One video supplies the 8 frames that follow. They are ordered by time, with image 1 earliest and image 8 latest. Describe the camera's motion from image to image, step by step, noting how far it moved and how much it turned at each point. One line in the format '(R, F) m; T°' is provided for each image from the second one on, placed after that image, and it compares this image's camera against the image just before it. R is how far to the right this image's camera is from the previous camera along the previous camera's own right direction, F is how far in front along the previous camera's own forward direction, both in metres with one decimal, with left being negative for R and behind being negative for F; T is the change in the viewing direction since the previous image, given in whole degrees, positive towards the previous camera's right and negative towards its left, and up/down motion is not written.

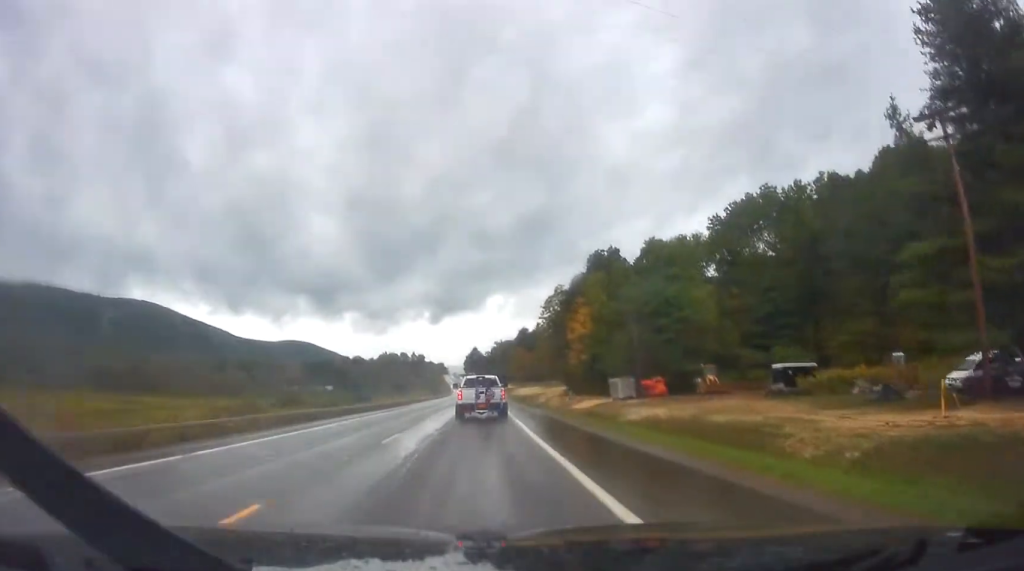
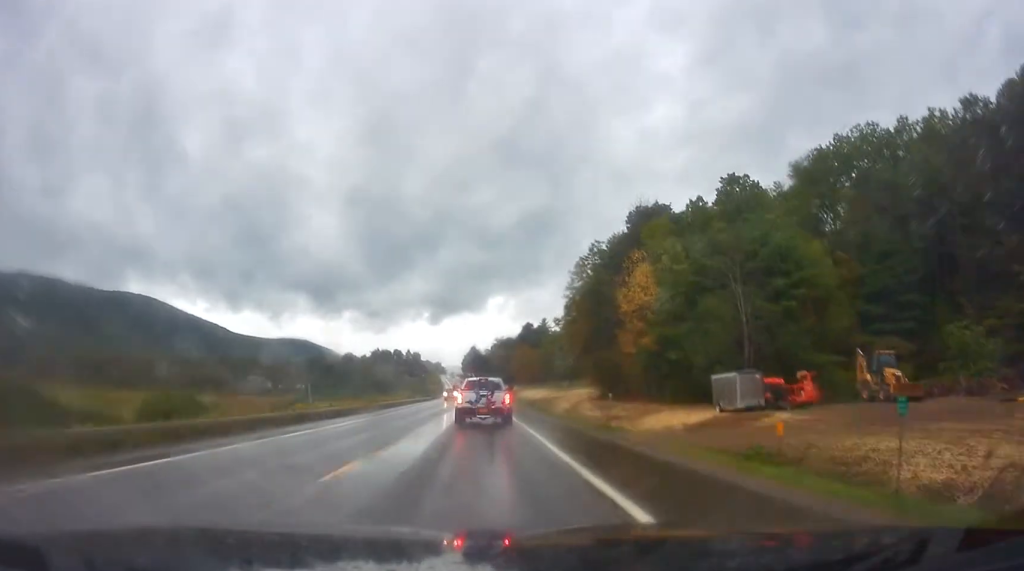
(-1.4, +29.1) m; -1°
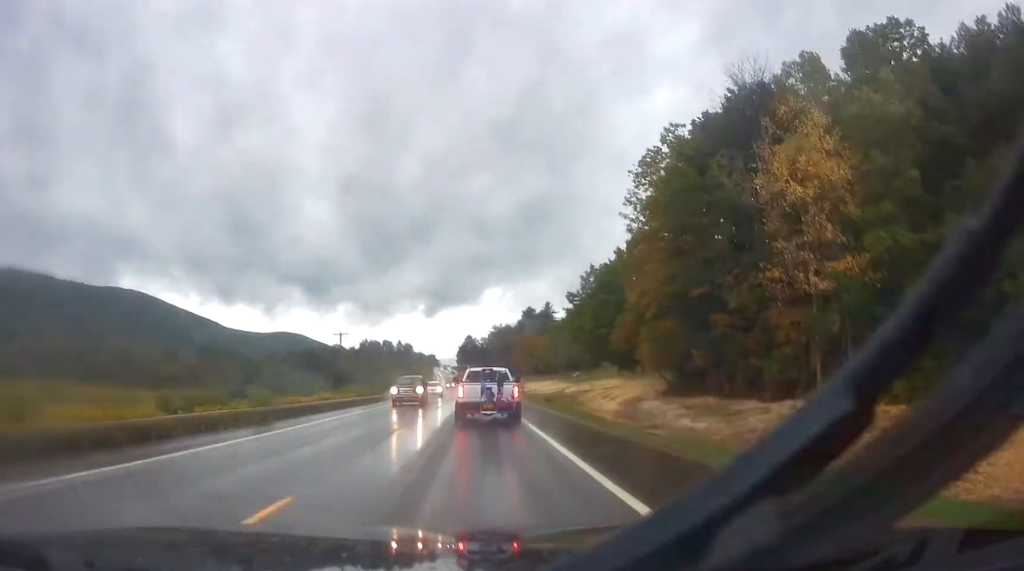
(+0.5, +28.4) m; 0°
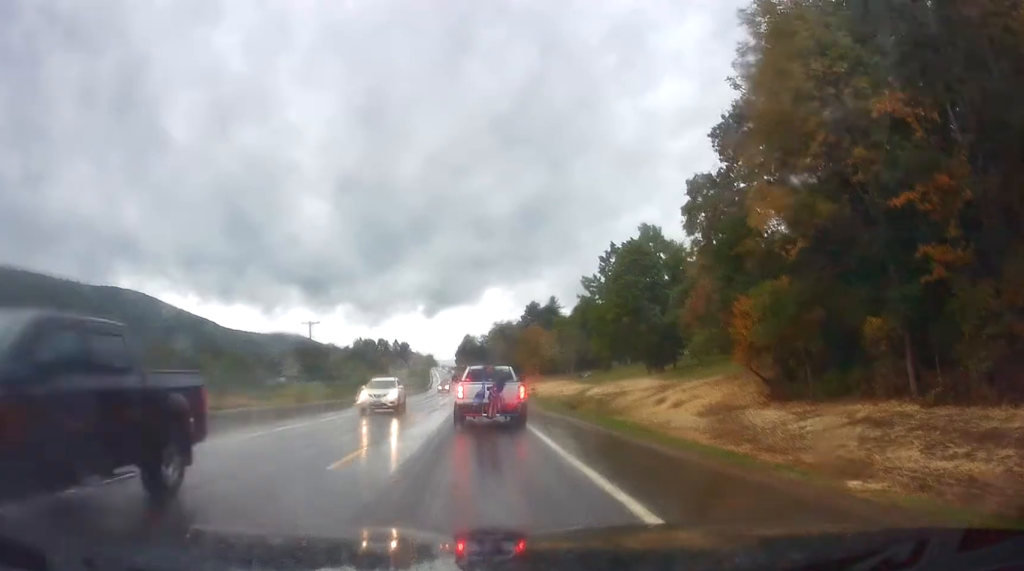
(-0.2, +18.1) m; -2°
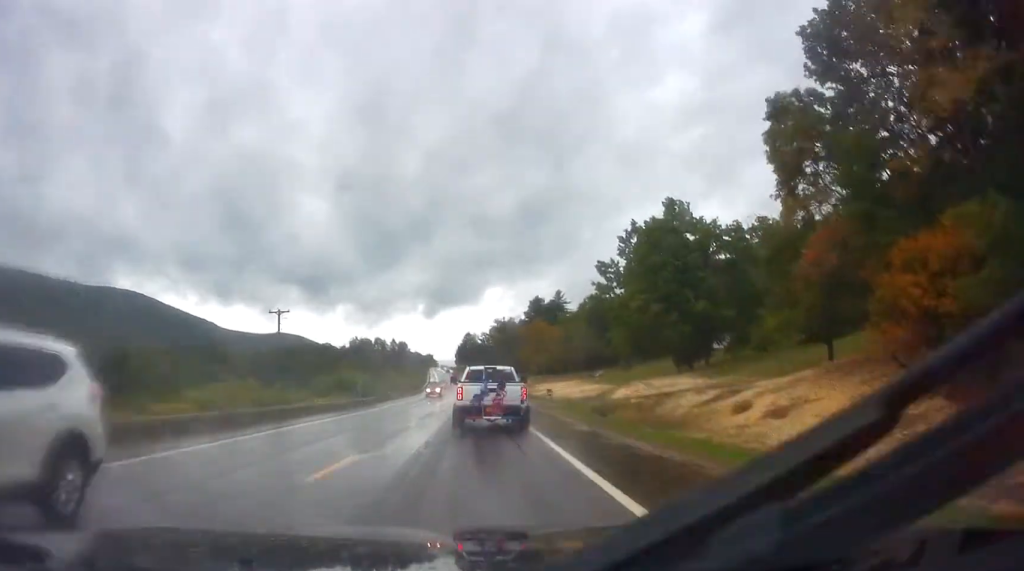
(-0.1, +13.6) m; -1°
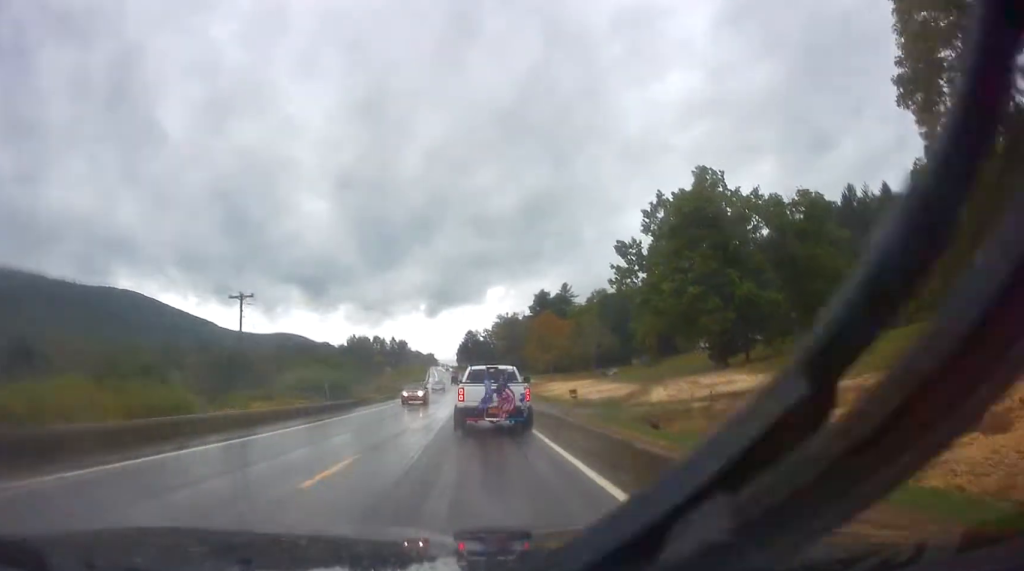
(-0.3, +12.6) m; +1°
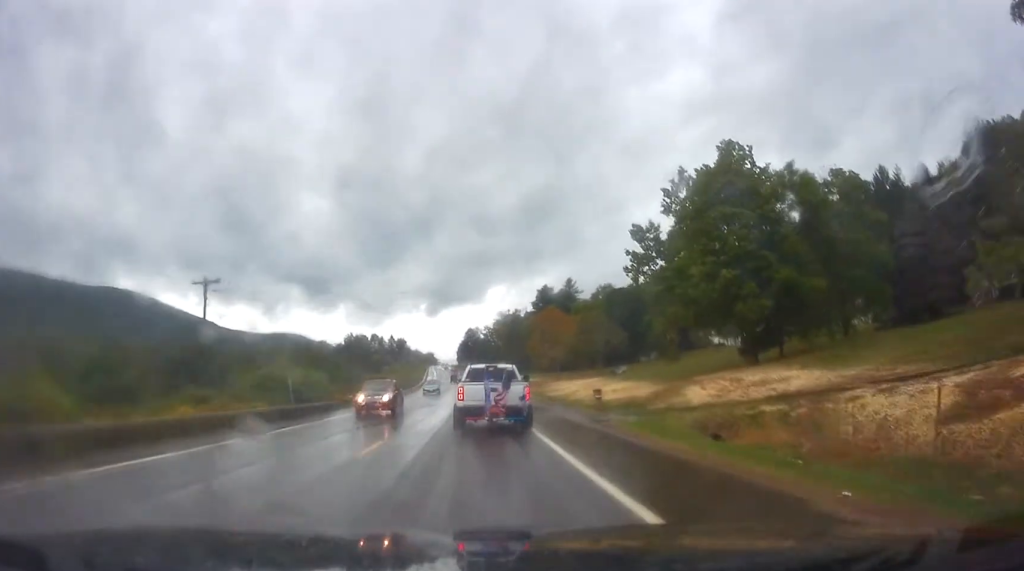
(+0.3, +8.5) m; +1°
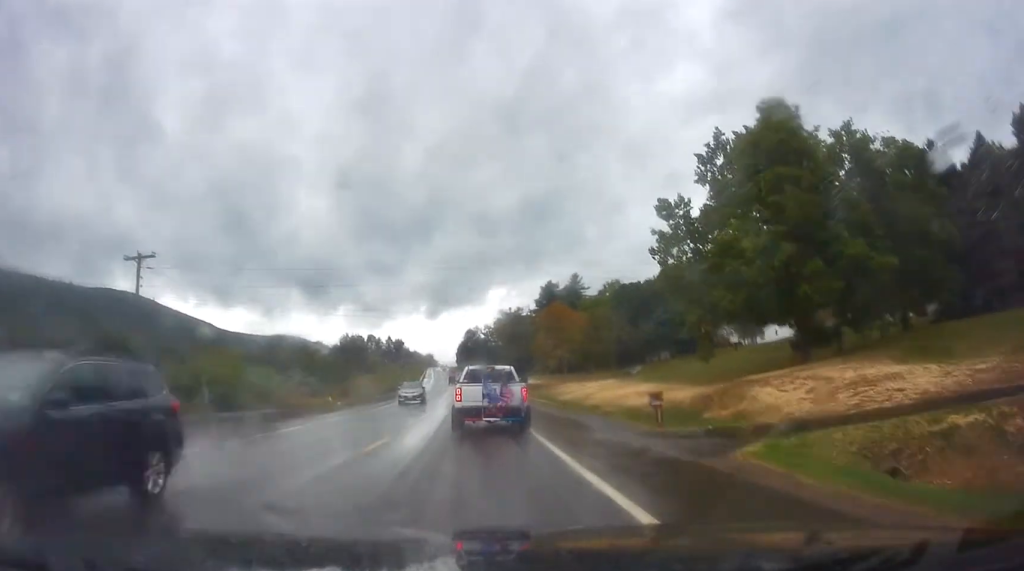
(+0.4, +11.4) m; +1°
